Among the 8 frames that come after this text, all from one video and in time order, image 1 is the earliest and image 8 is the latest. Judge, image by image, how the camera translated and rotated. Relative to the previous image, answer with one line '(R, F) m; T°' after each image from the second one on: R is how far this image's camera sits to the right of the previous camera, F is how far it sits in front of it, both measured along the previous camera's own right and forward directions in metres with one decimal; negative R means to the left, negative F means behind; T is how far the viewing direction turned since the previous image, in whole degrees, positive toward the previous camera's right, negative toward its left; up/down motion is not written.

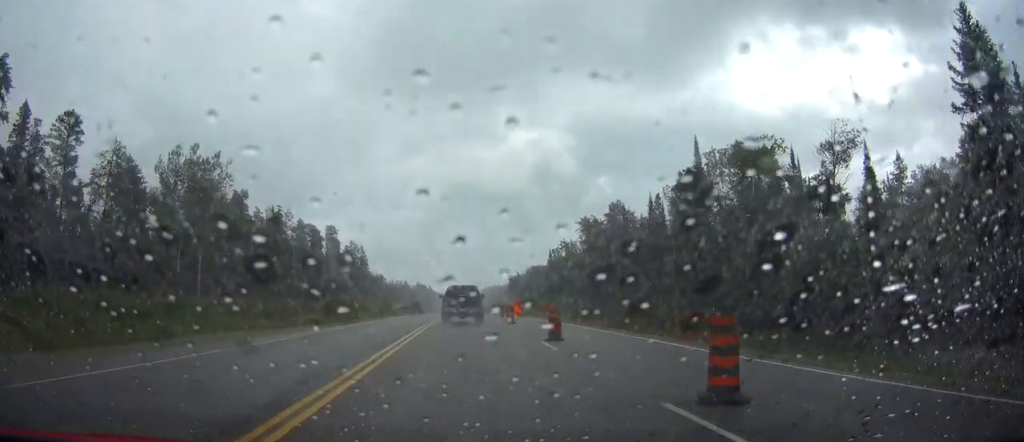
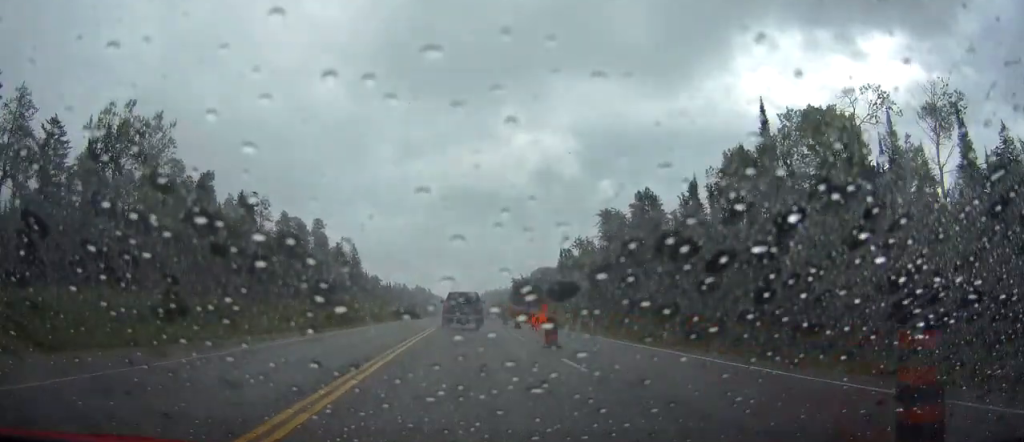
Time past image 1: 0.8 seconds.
(0.0, +16.8) m; 0°
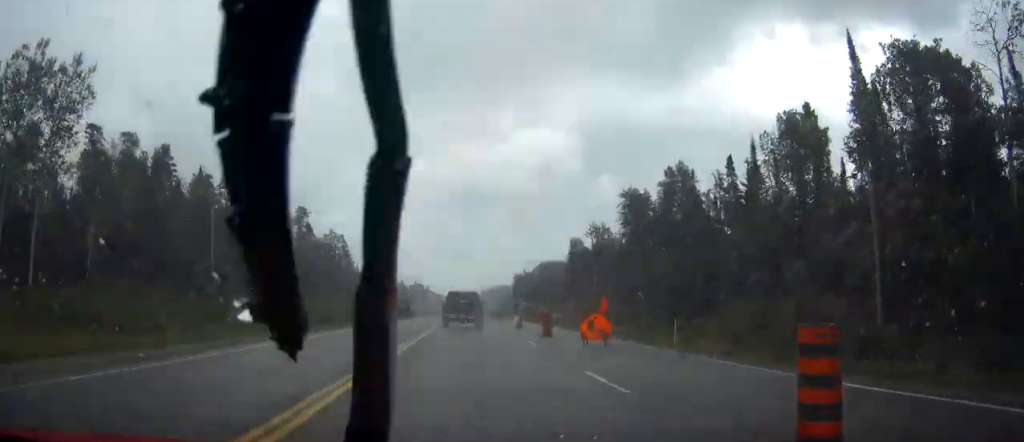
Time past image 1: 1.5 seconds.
(0.0, +15.4) m; 0°
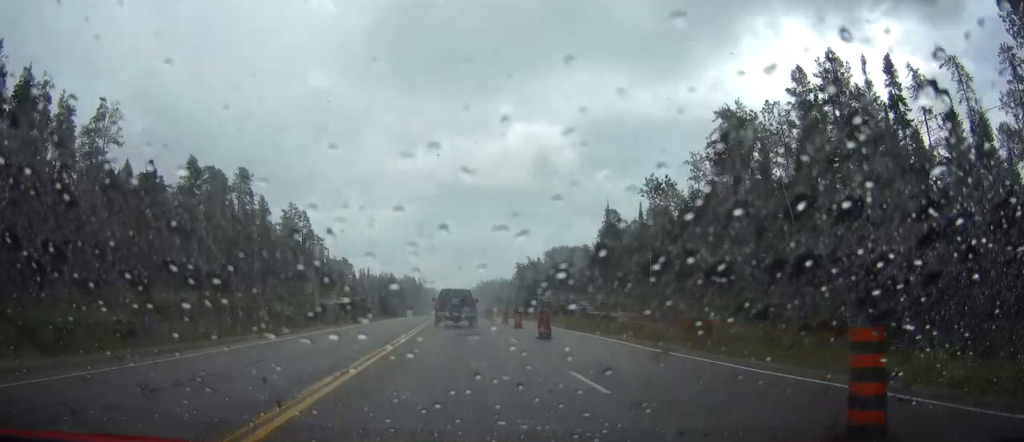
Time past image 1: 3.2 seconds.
(+0.4, +35.9) m; +1°
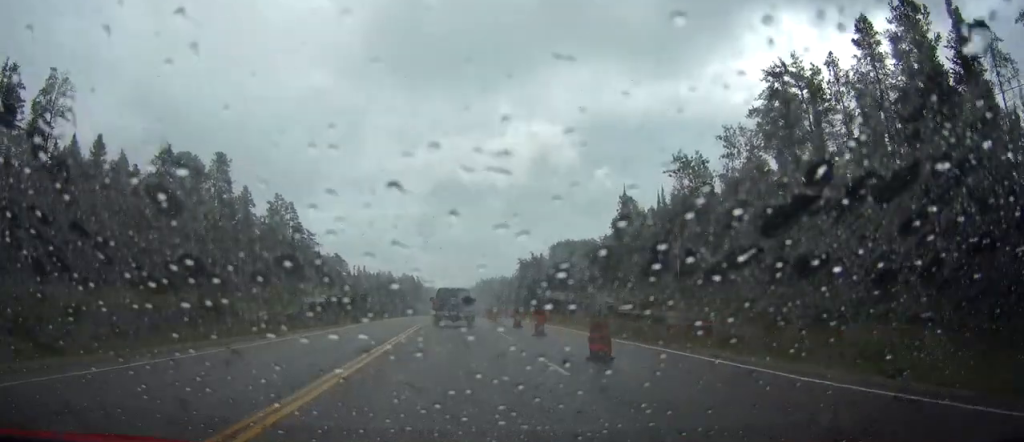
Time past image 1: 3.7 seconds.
(0.0, +9.9) m; 0°
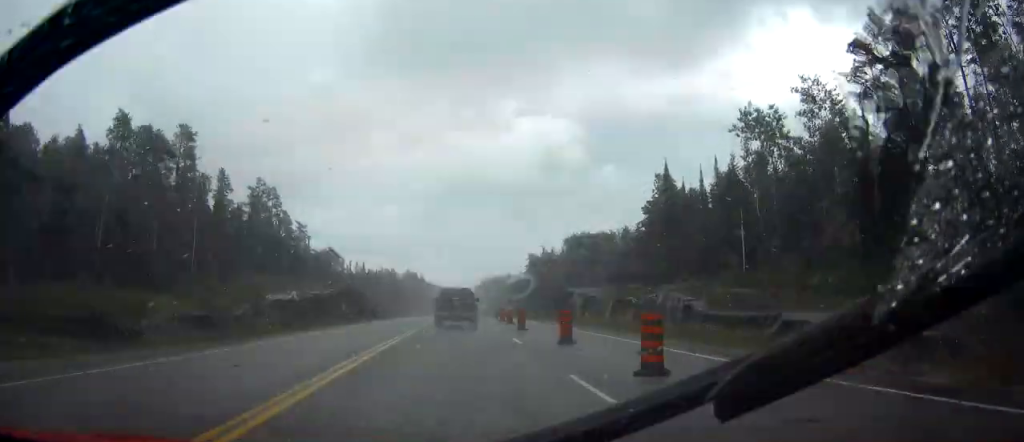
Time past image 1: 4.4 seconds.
(-0.1, +14.8) m; 0°
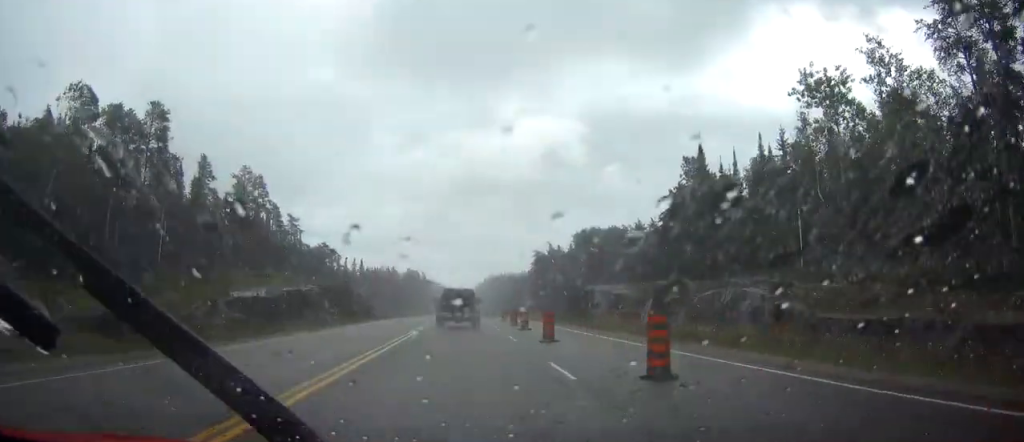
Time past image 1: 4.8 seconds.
(0.0, +9.1) m; 0°
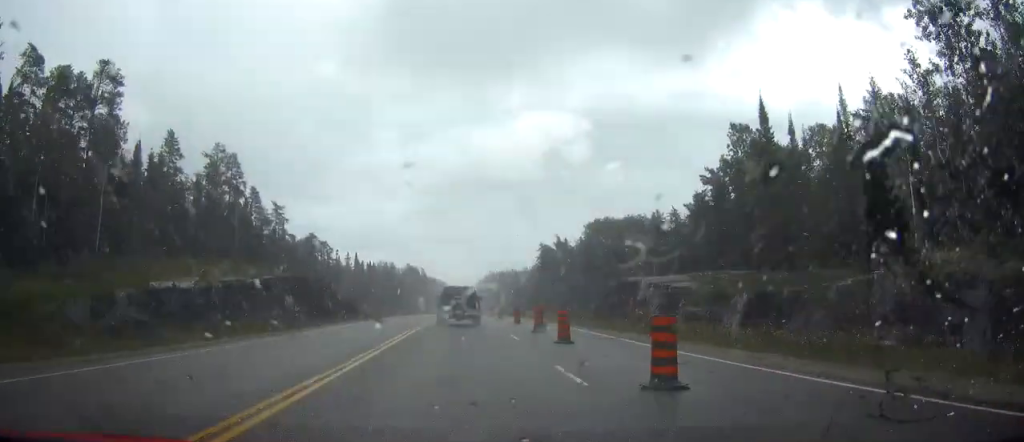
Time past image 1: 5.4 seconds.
(0.0, +12.6) m; 0°
